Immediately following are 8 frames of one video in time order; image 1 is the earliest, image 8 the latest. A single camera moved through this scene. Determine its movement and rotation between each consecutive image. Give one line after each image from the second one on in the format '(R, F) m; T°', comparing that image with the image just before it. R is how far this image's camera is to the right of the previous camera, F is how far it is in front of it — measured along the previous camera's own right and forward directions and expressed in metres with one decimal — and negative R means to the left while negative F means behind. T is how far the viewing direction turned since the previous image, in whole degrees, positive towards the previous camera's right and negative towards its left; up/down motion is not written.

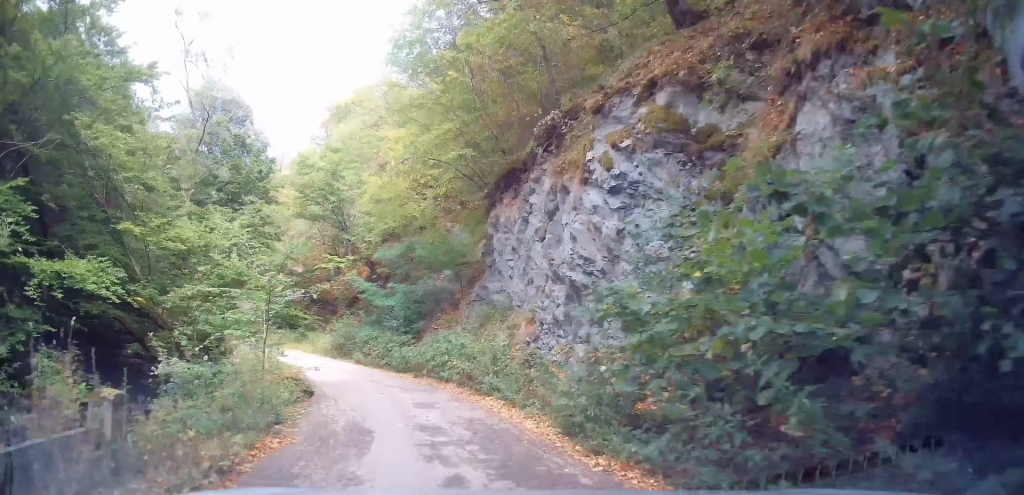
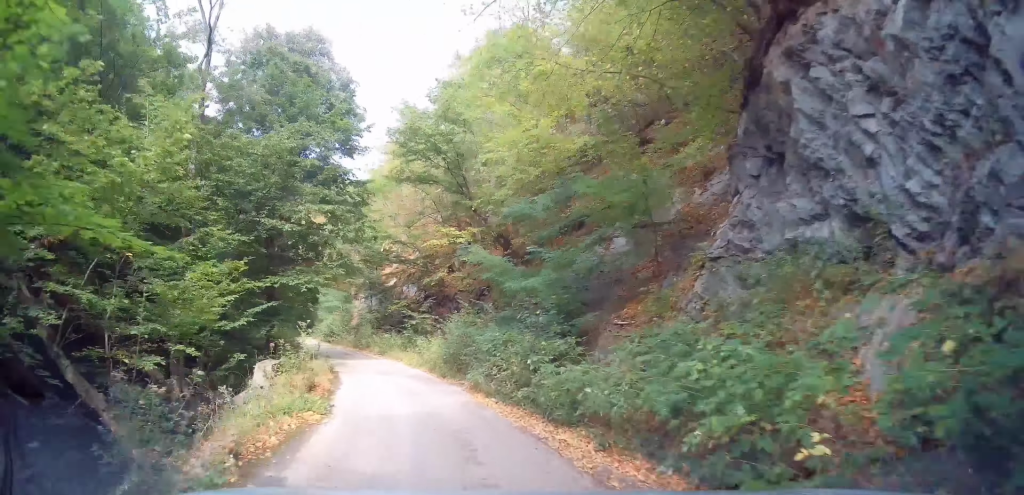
(-1.2, +10.5) m; -15°
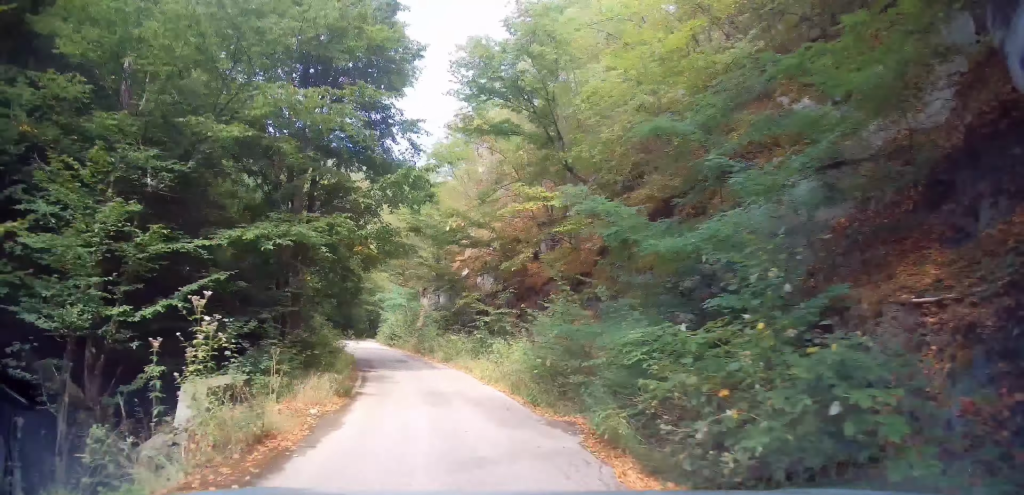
(-0.7, +6.9) m; -6°
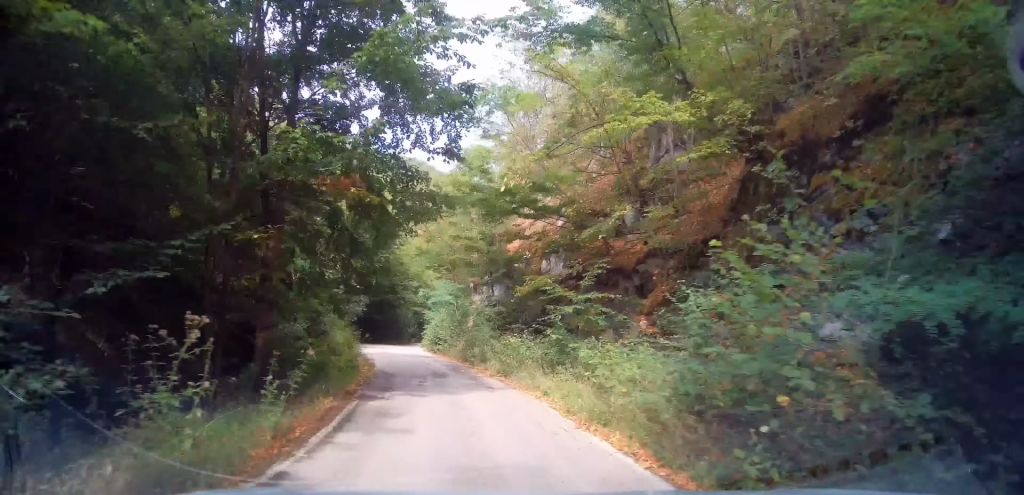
(-0.3, +7.0) m; -3°
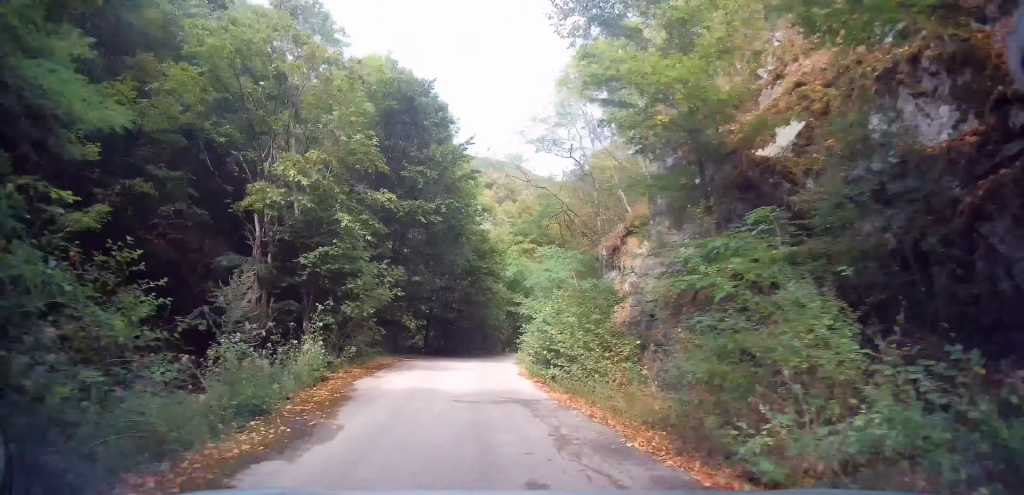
(-1.2, +16.8) m; -8°
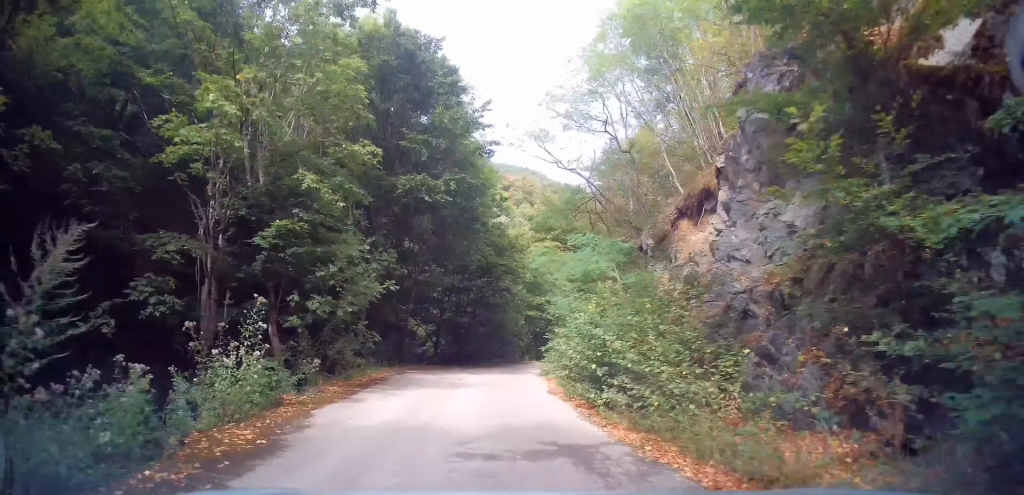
(0.0, +4.4) m; 0°
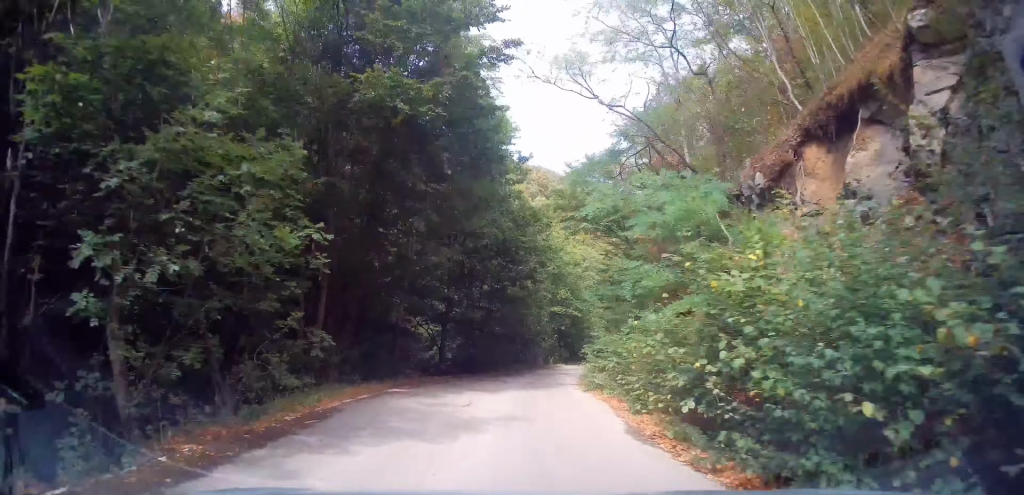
(0.0, +7.1) m; +1°
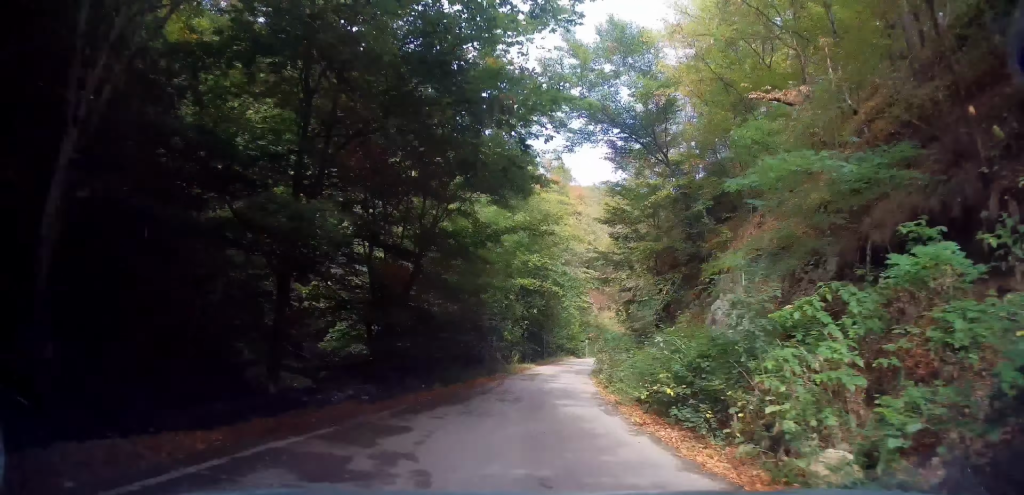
(+0.7, +15.0) m; +6°
